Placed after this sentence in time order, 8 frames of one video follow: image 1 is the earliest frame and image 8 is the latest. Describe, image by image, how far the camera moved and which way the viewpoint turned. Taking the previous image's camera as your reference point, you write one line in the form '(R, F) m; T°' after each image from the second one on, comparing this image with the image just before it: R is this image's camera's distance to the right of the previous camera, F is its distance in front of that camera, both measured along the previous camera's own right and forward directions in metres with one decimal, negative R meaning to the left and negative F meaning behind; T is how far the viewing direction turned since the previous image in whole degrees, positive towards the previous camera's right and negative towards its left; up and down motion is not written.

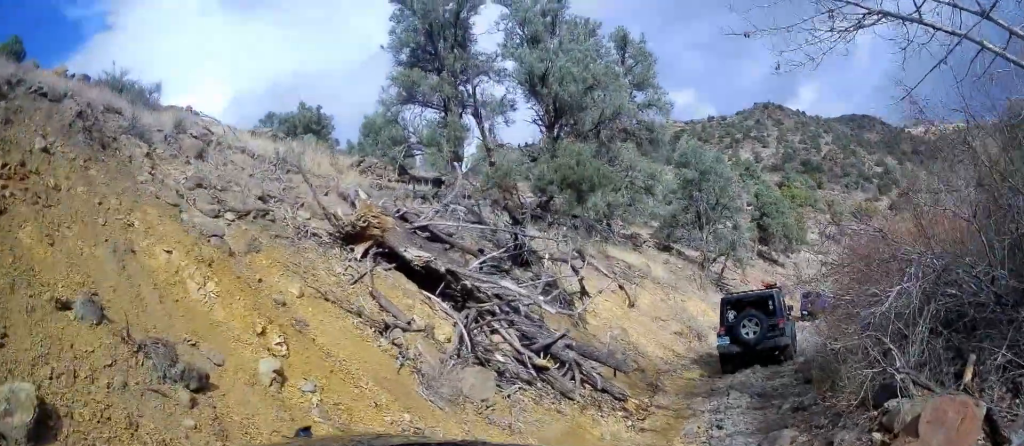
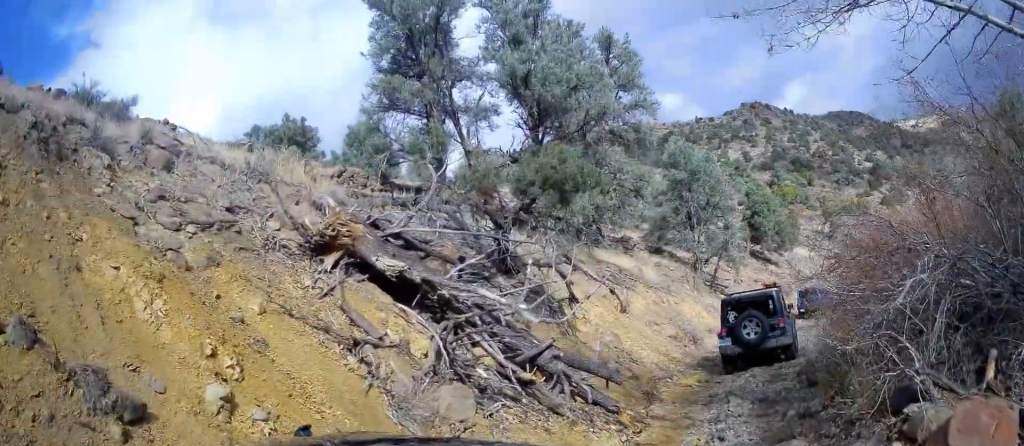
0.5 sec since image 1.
(-0.1, +0.6) m; 0°
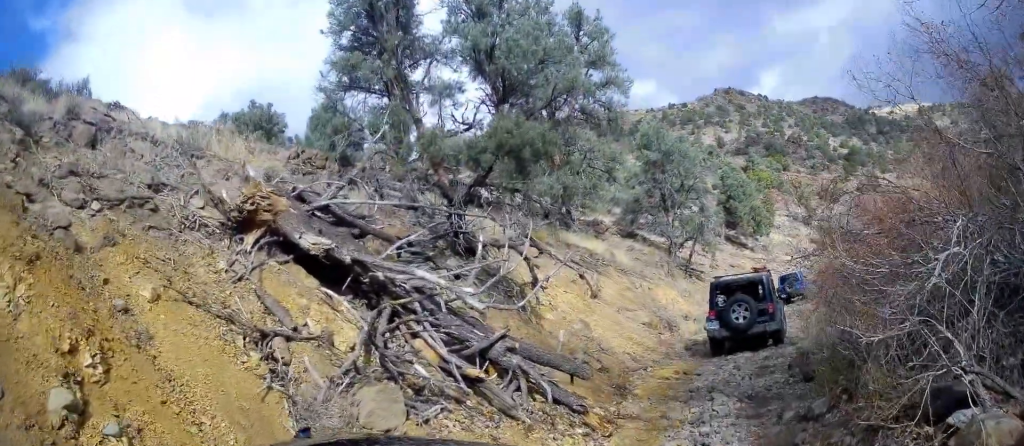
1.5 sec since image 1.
(0.0, +1.3) m; 0°
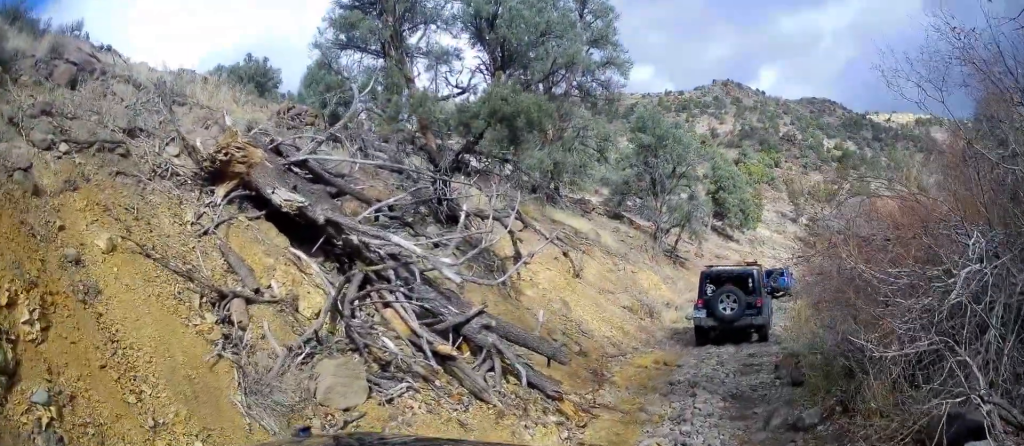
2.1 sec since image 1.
(+0.2, +0.7) m; 0°
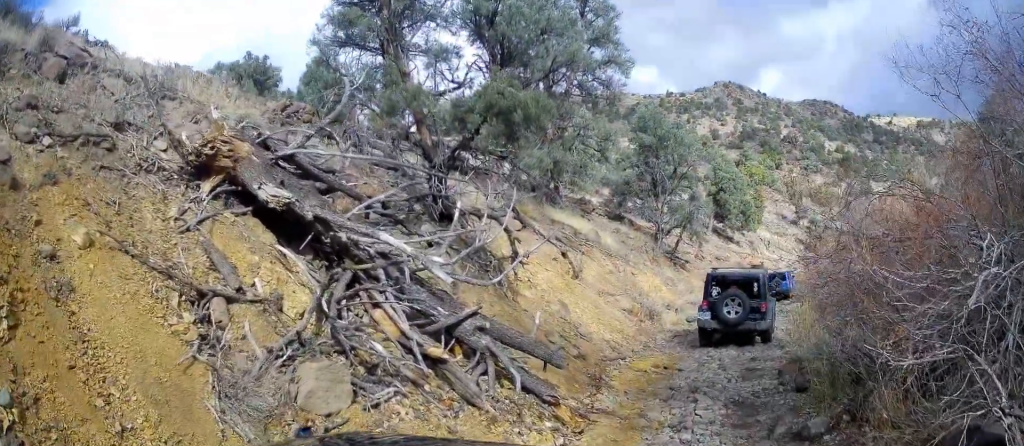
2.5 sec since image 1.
(+0.1, +0.5) m; 0°
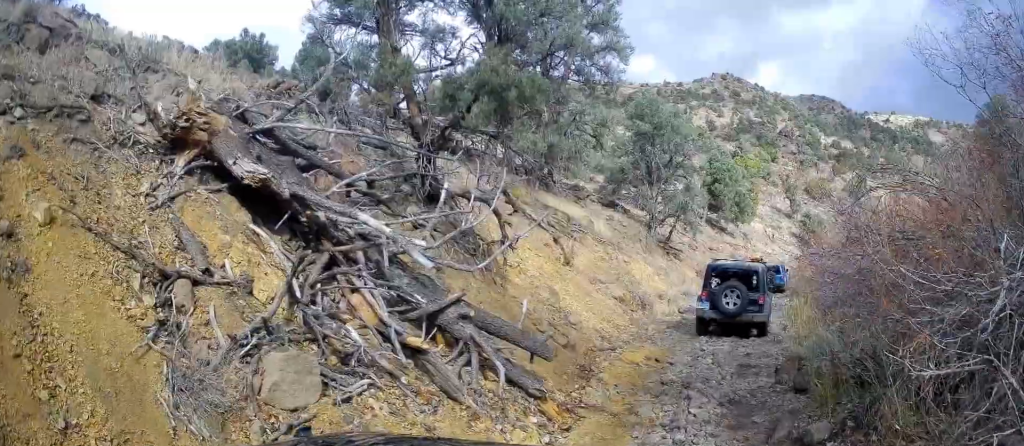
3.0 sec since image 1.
(+0.2, +0.7) m; 0°
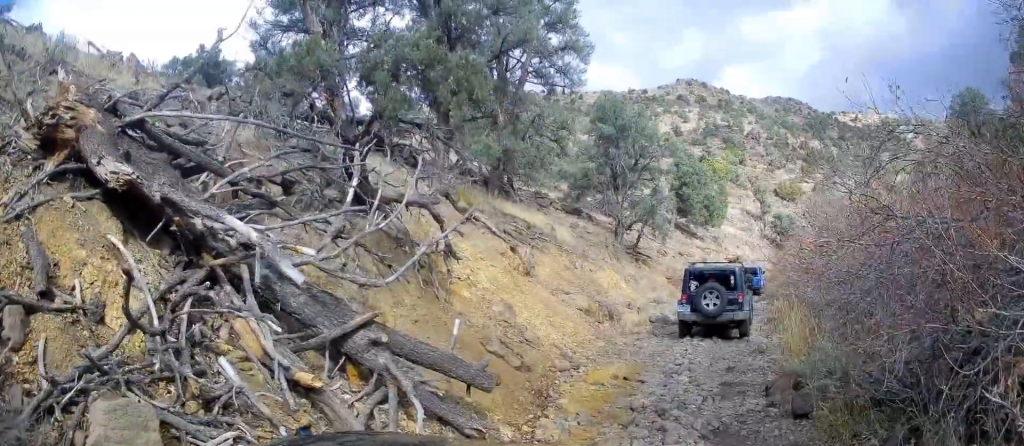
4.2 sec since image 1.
(+0.3, +1.5) m; 0°
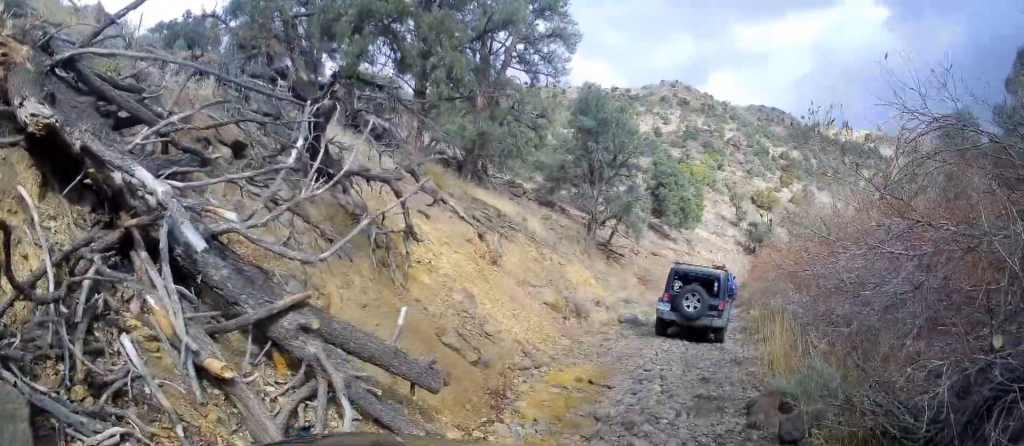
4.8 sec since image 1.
(-0.1, +0.7) m; 0°
